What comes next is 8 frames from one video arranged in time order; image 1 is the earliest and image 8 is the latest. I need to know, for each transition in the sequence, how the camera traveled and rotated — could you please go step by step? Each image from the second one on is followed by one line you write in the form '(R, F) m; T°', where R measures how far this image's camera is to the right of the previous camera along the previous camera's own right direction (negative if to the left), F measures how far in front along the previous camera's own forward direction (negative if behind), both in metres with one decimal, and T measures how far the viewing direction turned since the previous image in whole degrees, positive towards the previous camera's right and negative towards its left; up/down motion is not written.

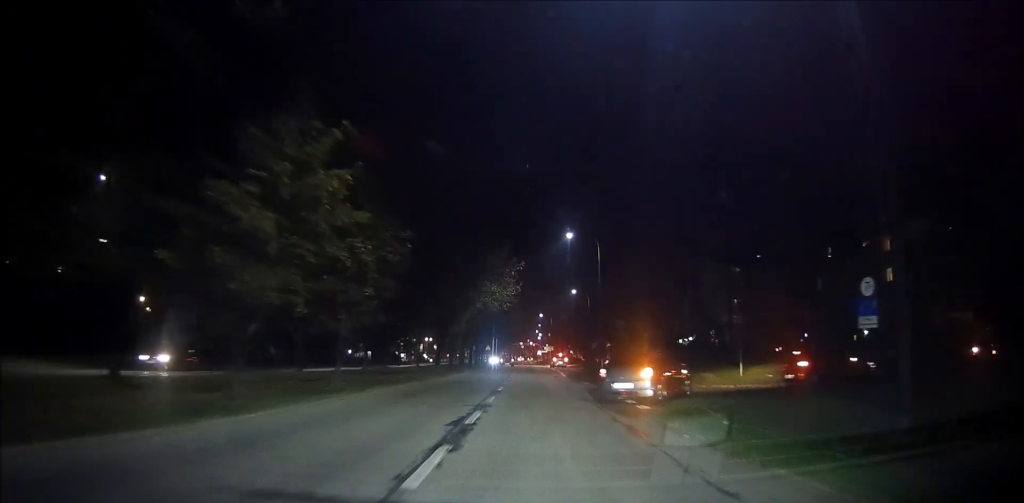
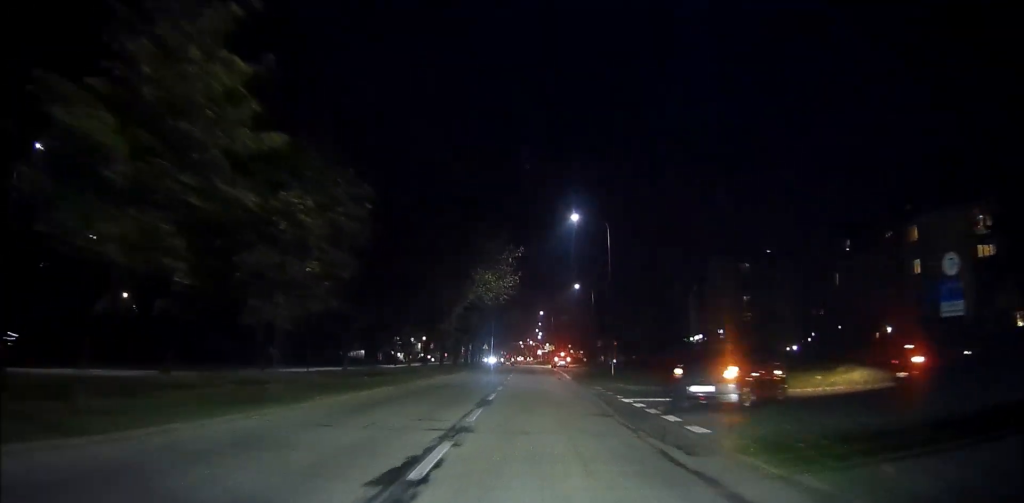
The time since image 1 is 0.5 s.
(0.0, +6.0) m; 0°
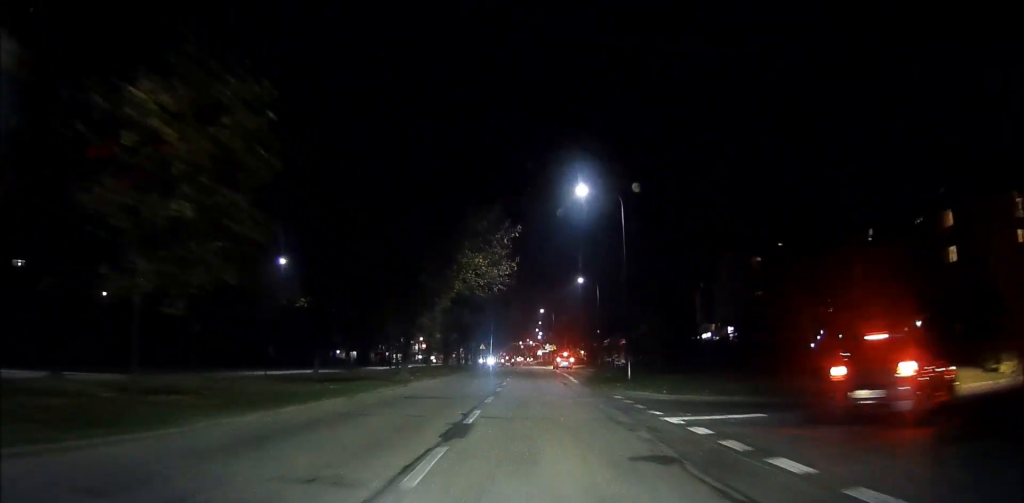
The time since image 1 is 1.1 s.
(0.0, +6.6) m; 0°
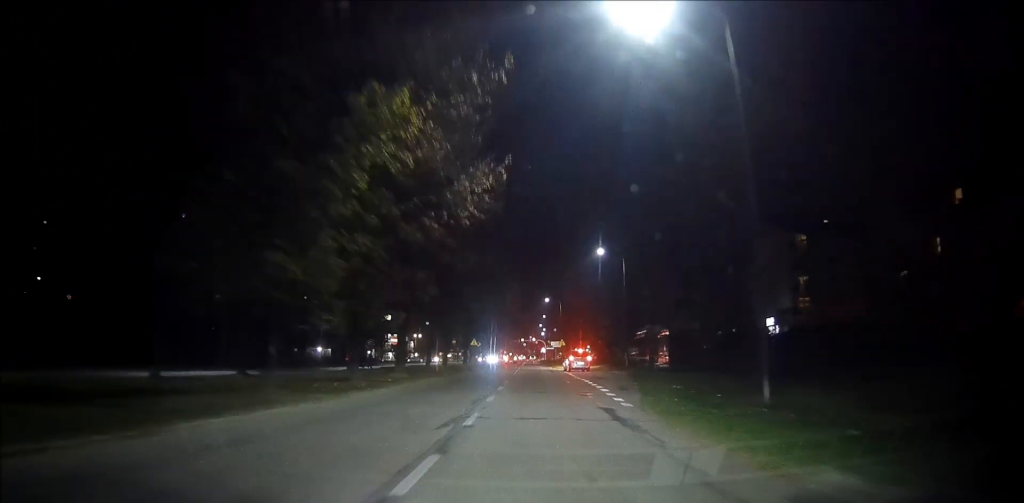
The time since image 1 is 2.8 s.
(0.0, +18.2) m; 0°
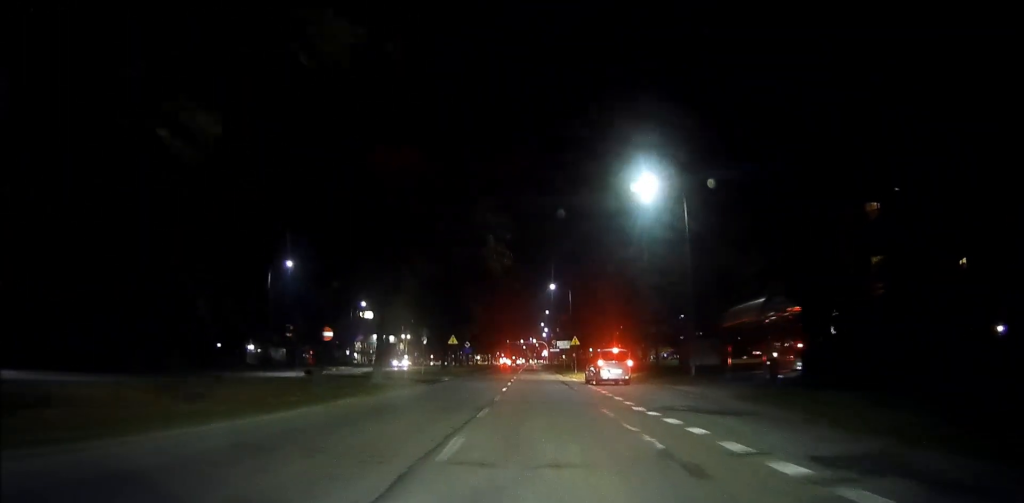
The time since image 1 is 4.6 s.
(0.0, +20.2) m; 0°
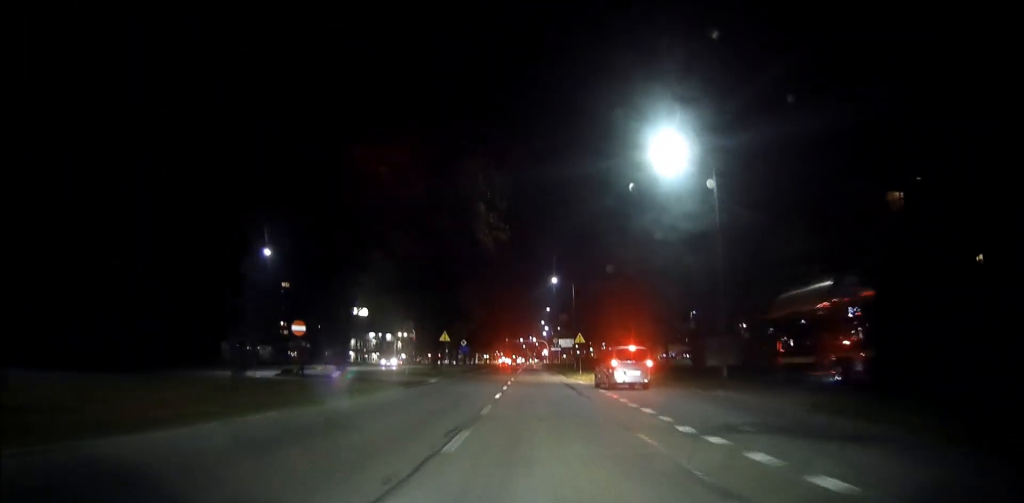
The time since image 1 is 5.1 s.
(0.0, +4.9) m; 0°
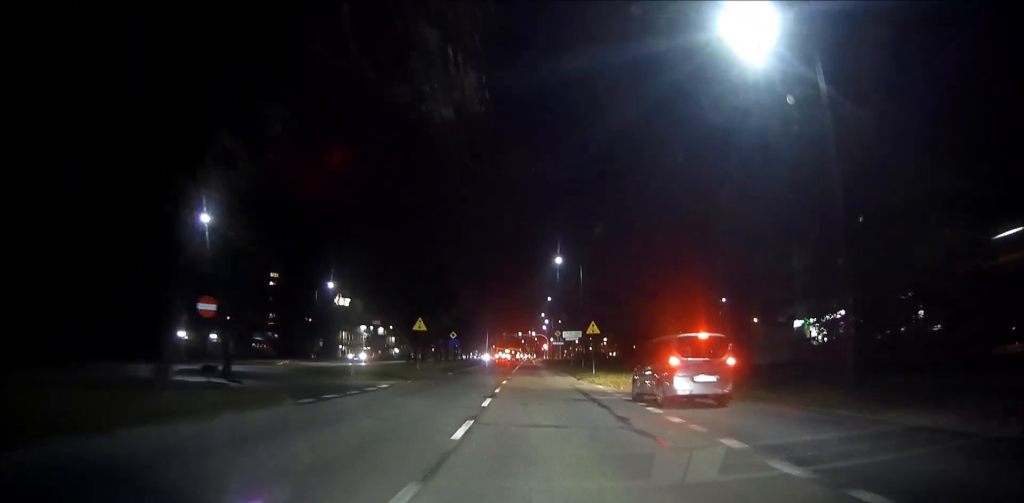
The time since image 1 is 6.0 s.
(0.0, +10.3) m; +1°
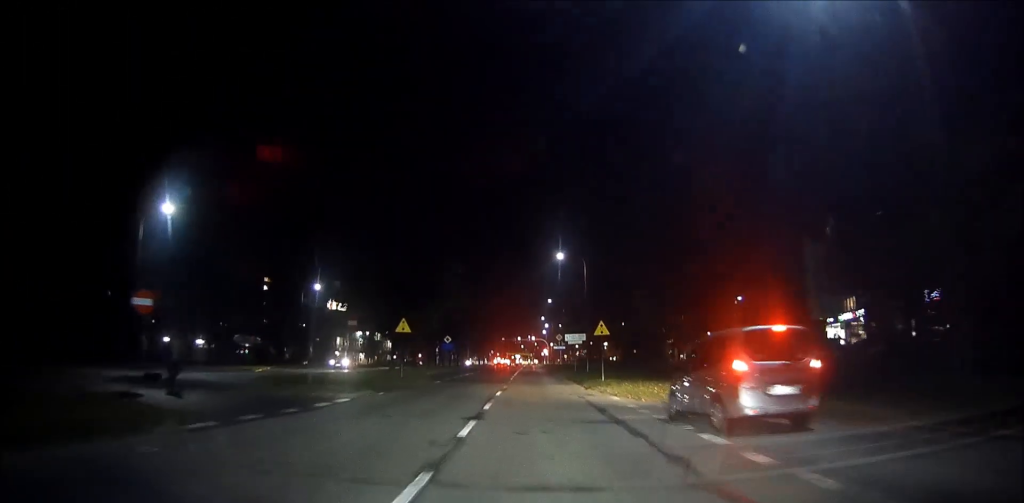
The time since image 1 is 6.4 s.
(-0.1, +4.6) m; +1°
